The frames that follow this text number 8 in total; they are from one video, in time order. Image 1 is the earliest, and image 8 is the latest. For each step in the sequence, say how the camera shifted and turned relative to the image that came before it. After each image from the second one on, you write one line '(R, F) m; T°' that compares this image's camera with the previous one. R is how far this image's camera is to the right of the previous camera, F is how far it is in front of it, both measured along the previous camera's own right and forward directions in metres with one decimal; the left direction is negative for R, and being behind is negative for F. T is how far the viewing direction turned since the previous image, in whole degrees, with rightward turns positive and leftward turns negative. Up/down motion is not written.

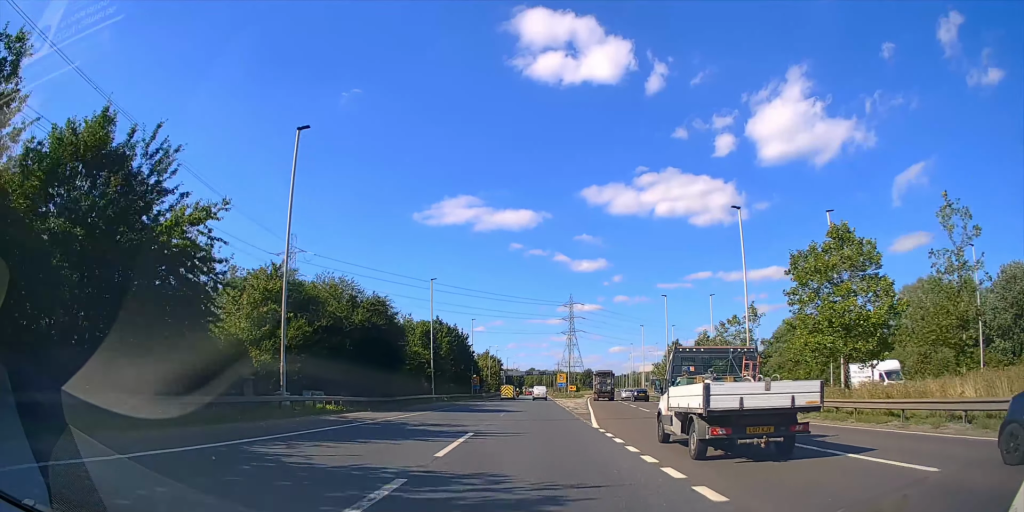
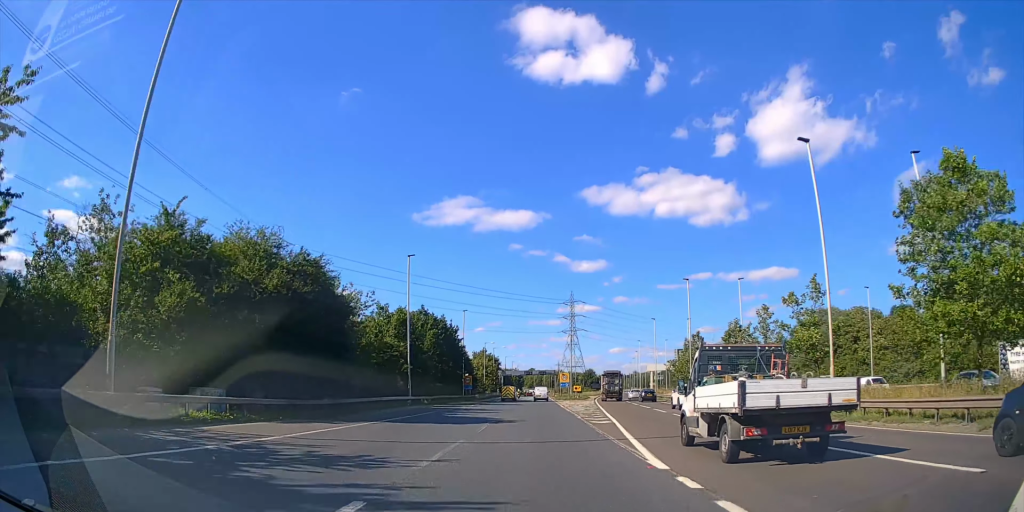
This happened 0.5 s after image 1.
(0.0, +10.7) m; 0°
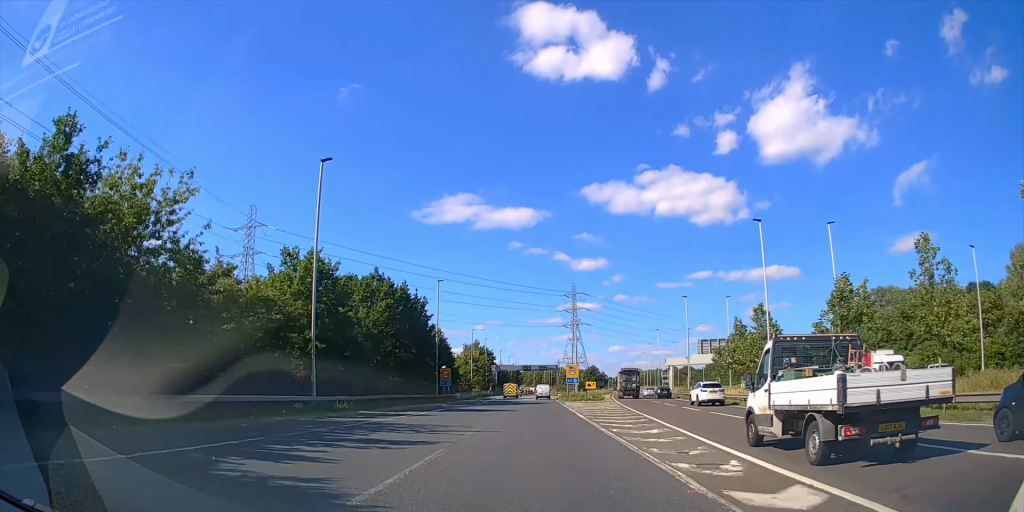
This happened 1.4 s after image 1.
(+0.1, +20.0) m; 0°
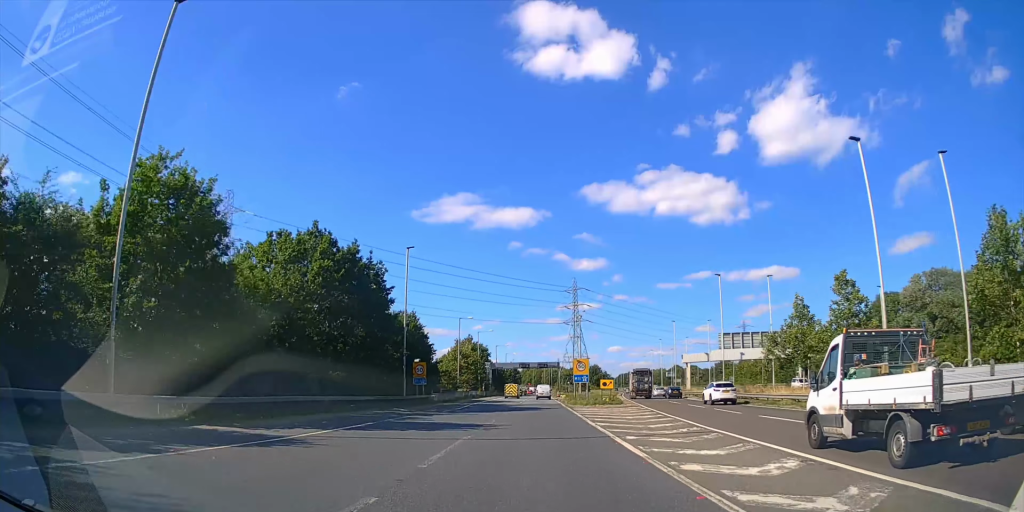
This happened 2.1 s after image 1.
(+0.1, +14.7) m; 0°
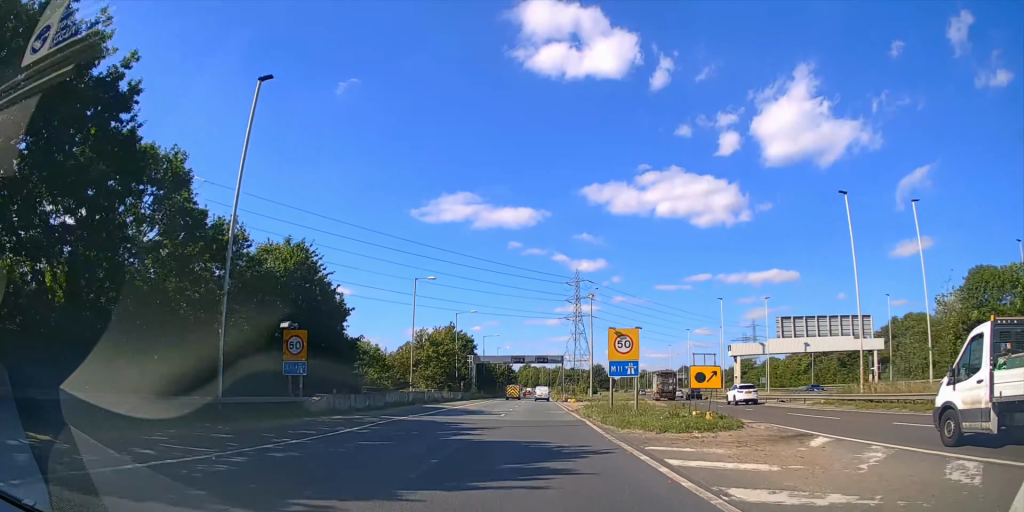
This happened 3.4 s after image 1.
(0.0, +28.0) m; 0°
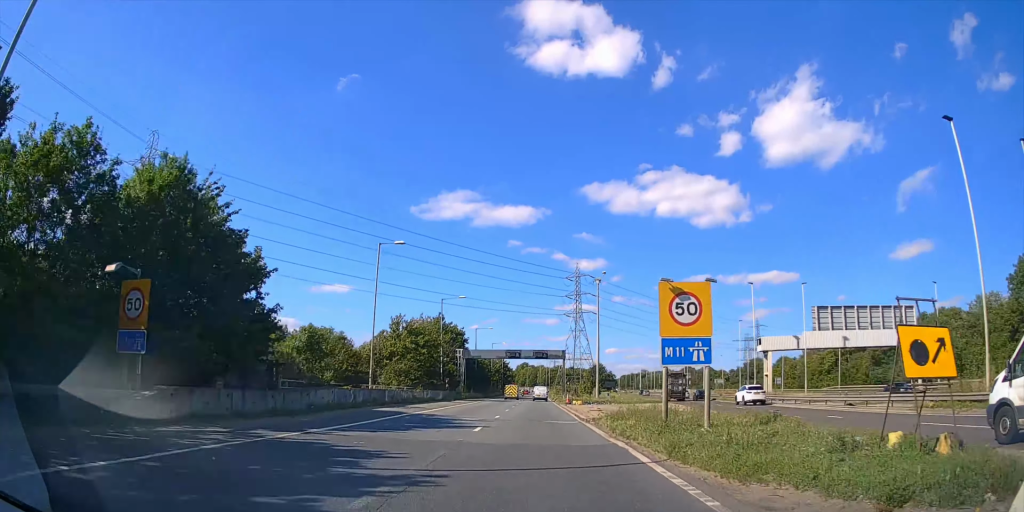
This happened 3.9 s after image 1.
(0.0, +11.8) m; 0°
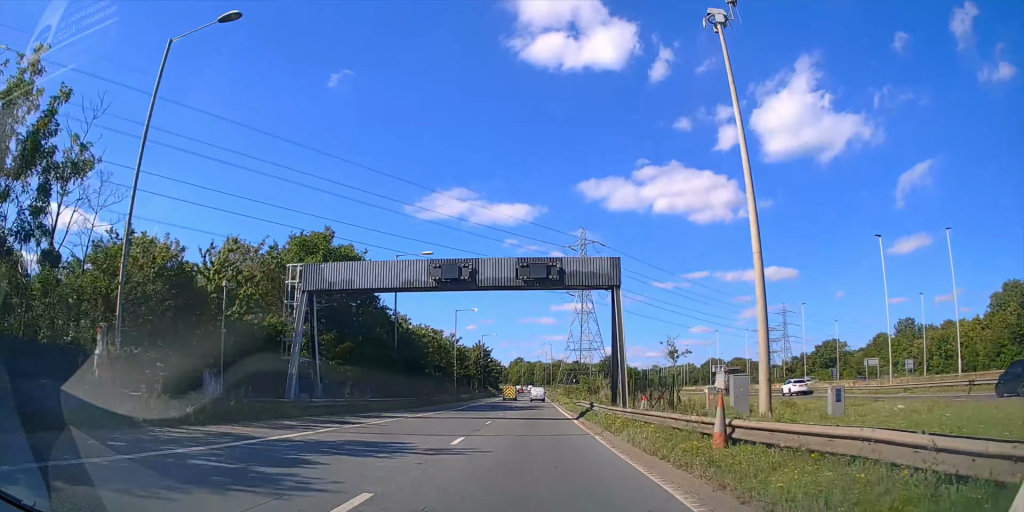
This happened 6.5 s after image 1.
(+0.1, +56.8) m; 0°
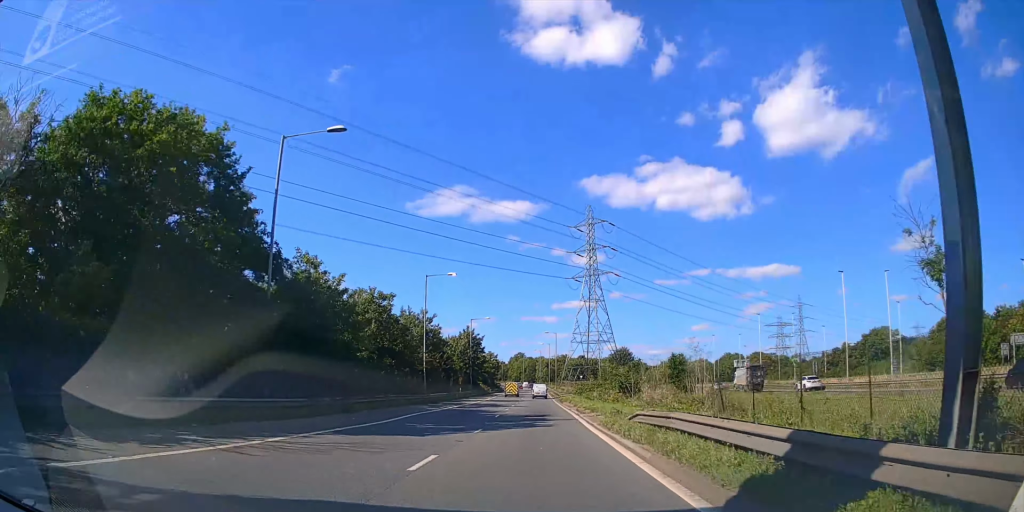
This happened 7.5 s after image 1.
(0.0, +22.4) m; 0°
